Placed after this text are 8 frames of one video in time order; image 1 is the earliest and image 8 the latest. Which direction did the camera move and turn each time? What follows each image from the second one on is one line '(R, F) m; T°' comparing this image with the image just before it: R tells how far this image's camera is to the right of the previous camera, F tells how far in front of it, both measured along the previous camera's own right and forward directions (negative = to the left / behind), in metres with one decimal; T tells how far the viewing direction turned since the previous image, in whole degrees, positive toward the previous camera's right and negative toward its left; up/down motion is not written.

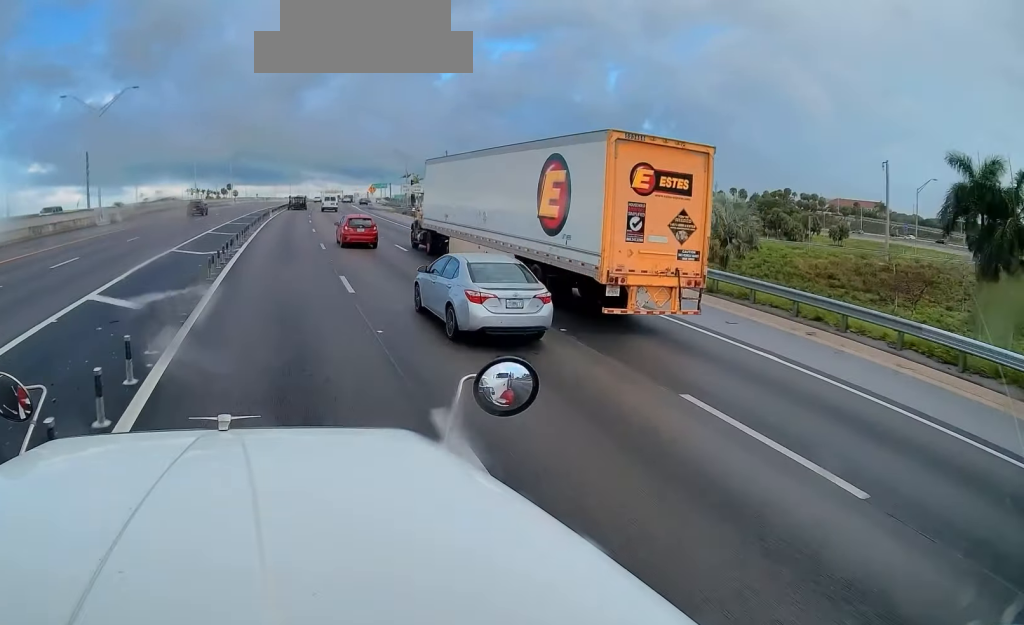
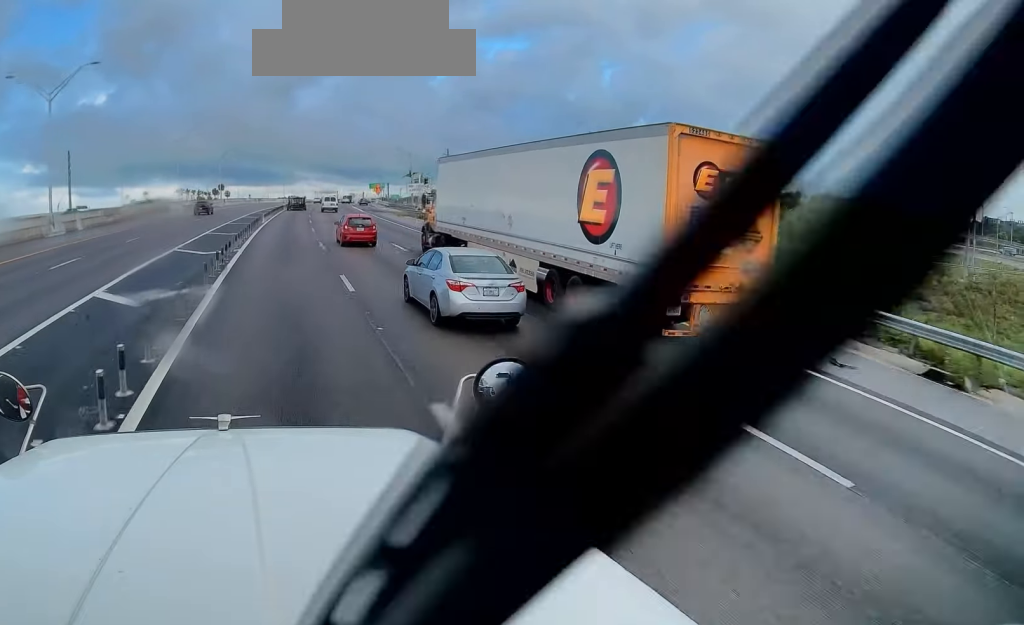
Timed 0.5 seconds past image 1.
(-0.1, +12.1) m; 0°
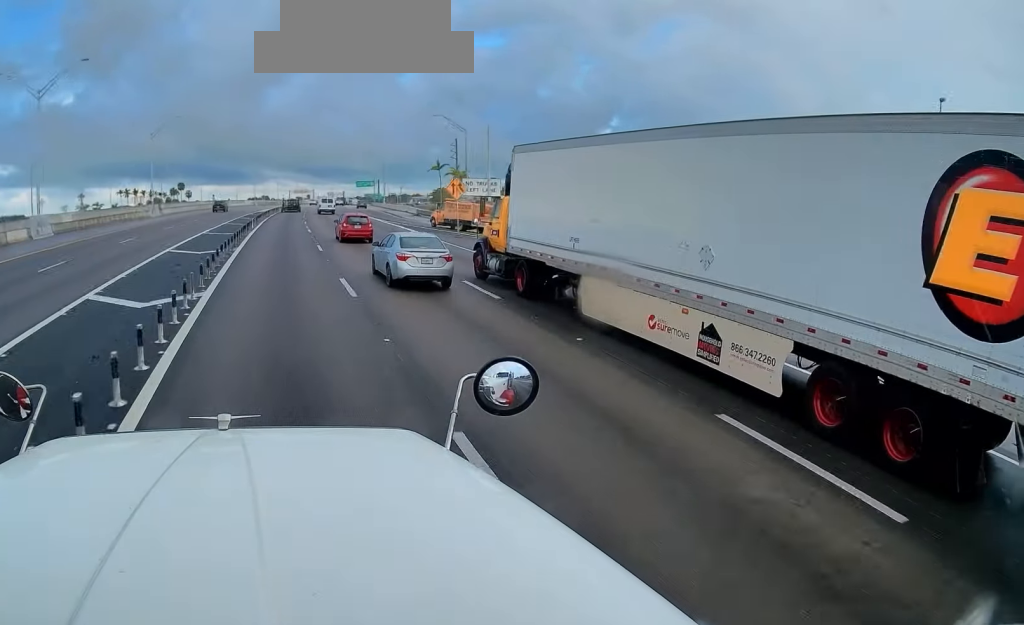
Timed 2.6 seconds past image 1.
(+1.5, +50.0) m; +4°
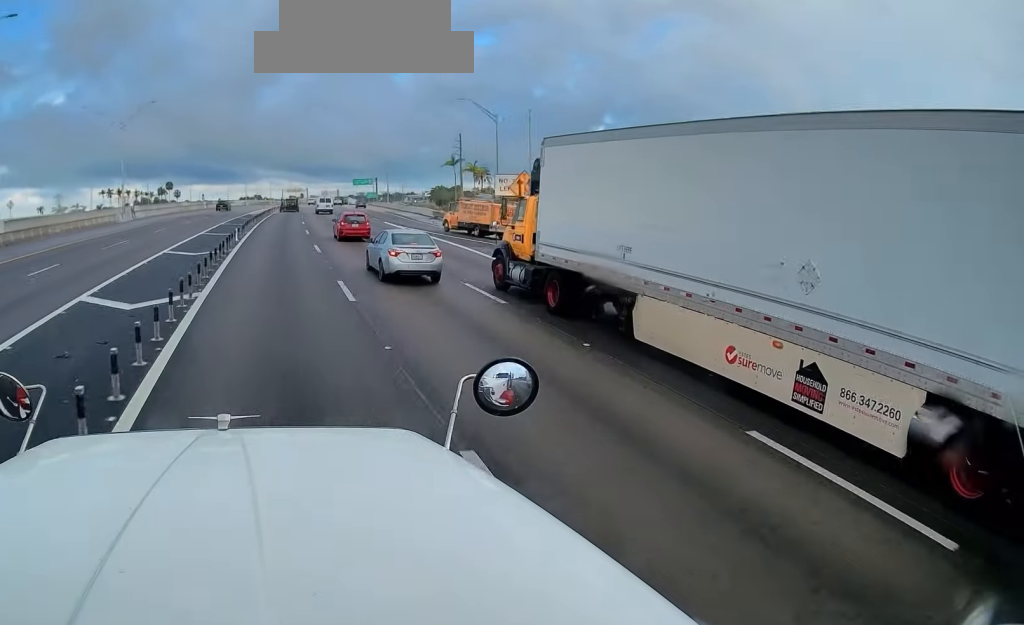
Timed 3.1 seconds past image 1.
(+0.2, +13.0) m; +1°
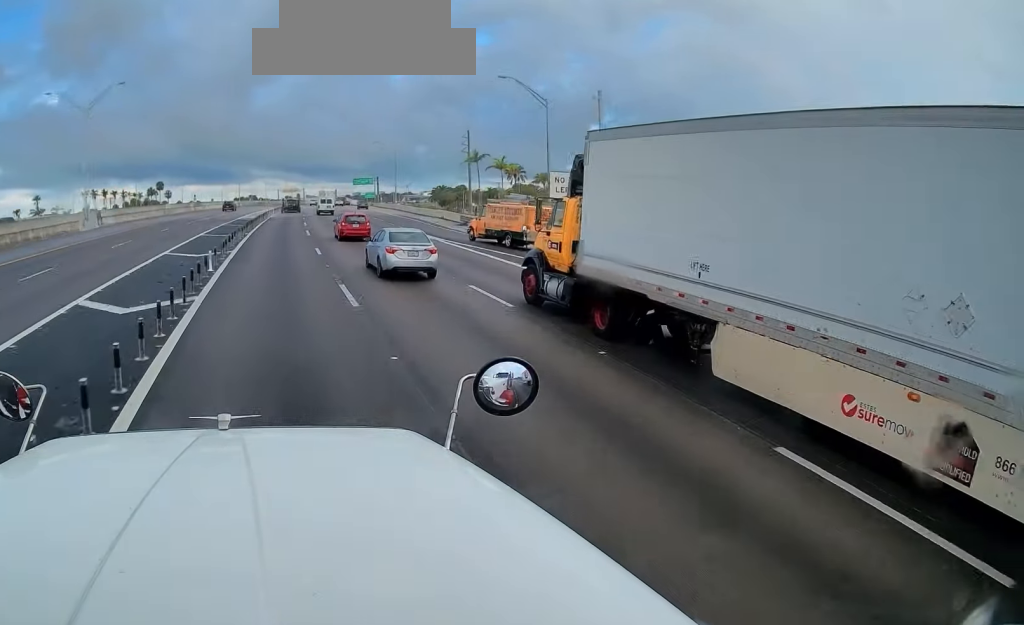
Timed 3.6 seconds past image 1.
(0.0, +13.0) m; +1°
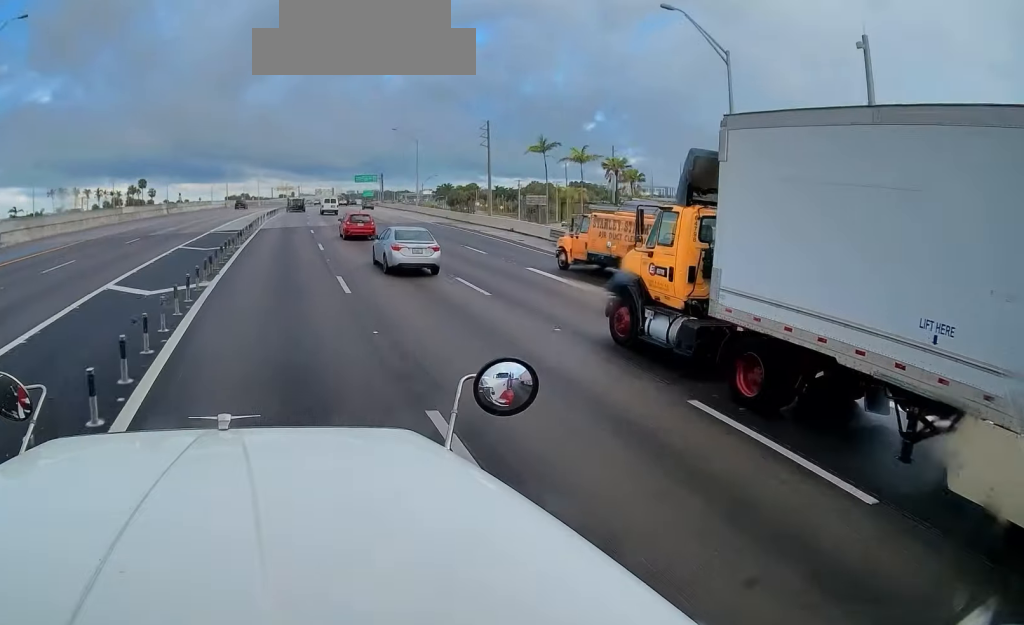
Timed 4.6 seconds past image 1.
(+0.4, +22.9) m; 0°
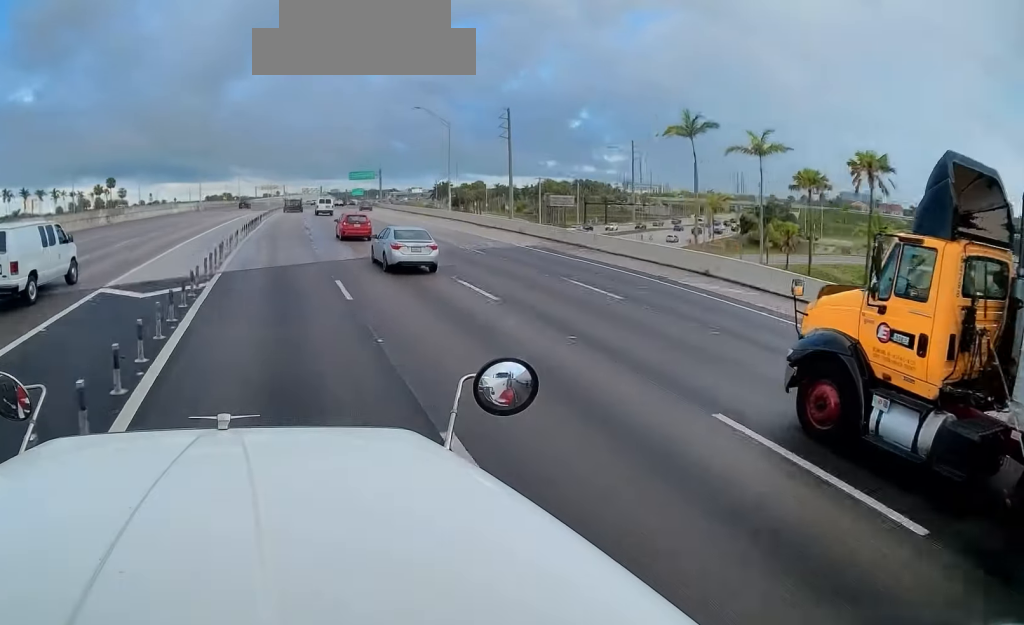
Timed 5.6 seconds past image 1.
(-0.5, +25.3) m; 0°
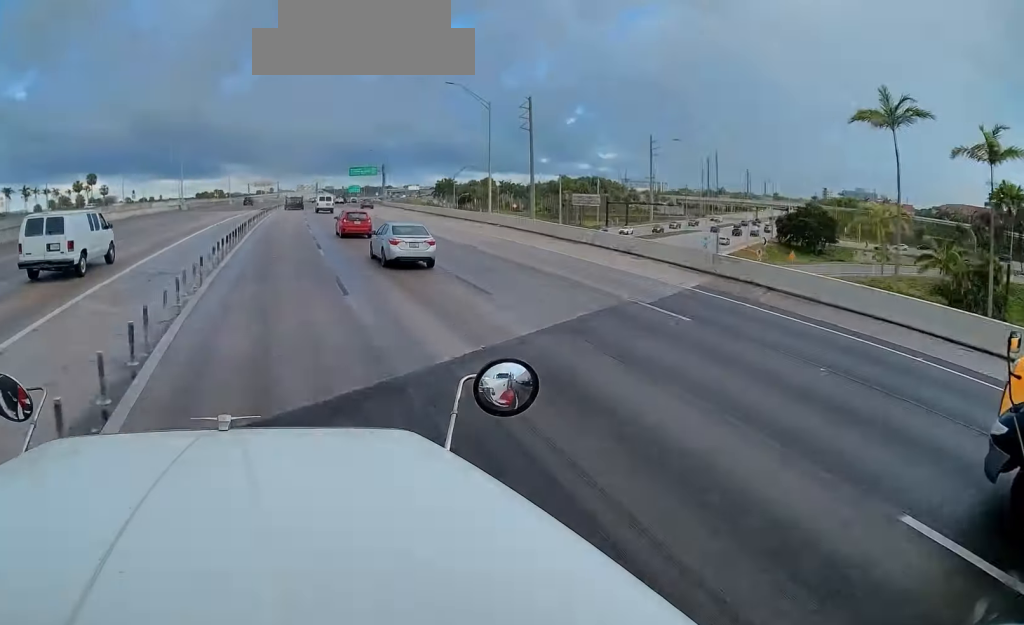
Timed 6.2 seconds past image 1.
(+0.4, +15.6) m; +1°
